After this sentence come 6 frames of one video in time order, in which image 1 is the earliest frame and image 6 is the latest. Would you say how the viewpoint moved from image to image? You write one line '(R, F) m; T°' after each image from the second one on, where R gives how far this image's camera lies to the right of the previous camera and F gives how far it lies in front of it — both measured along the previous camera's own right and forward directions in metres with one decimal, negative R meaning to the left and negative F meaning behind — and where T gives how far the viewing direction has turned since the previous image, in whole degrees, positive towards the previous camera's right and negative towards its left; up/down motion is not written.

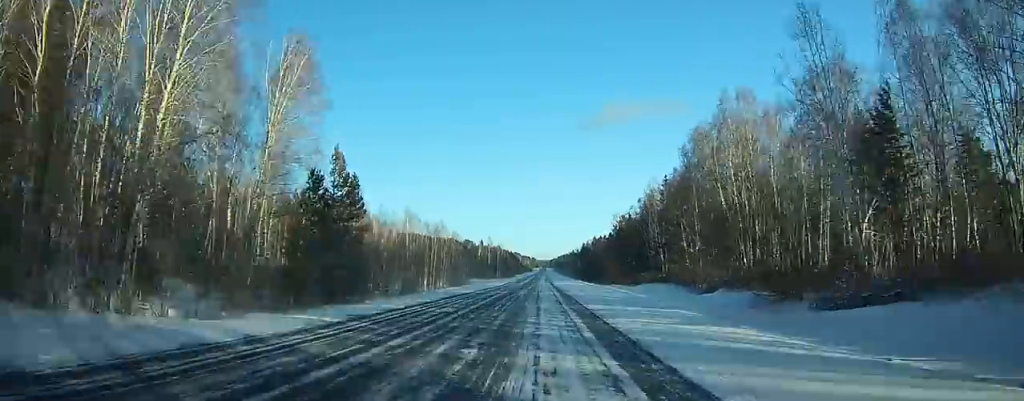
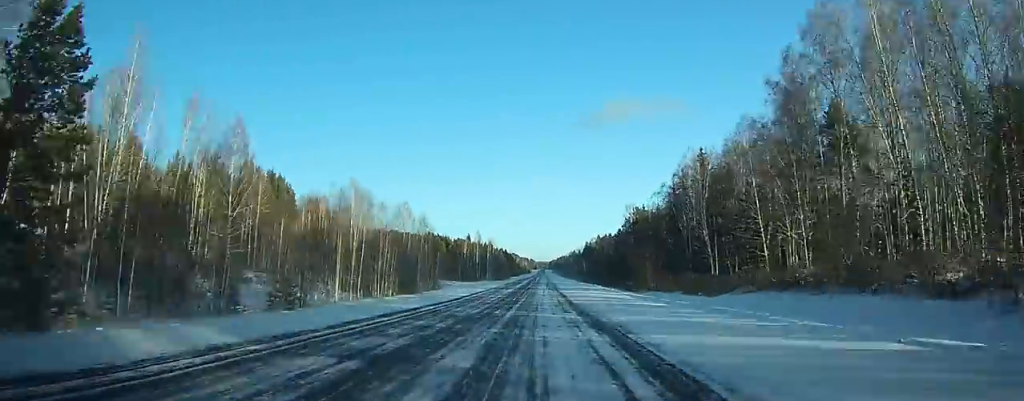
(-0.4, +36.4) m; 0°
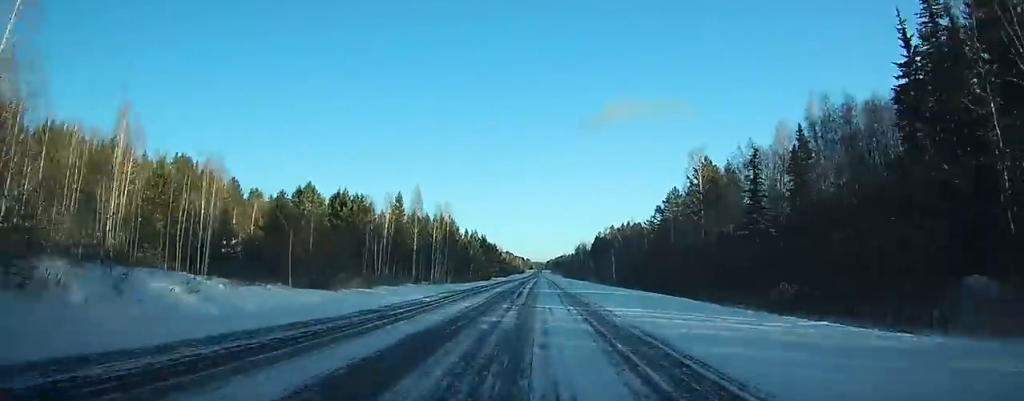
(+0.4, +86.1) m; +1°
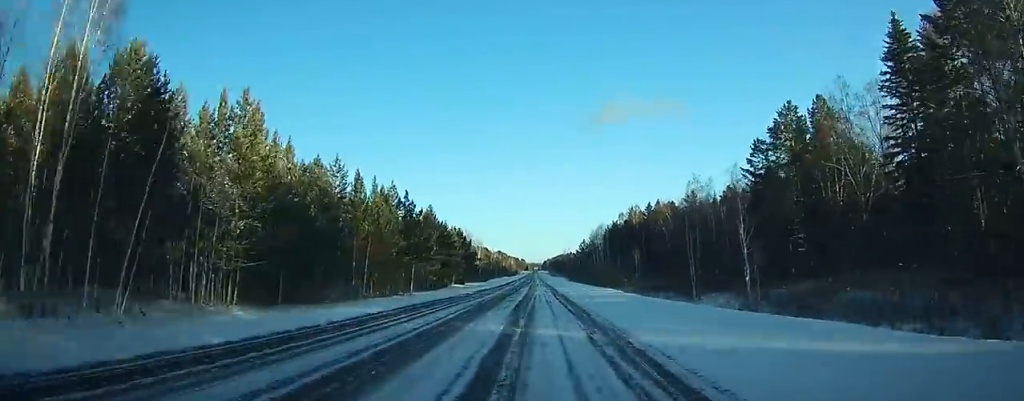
(+0.8, +79.2) m; +1°
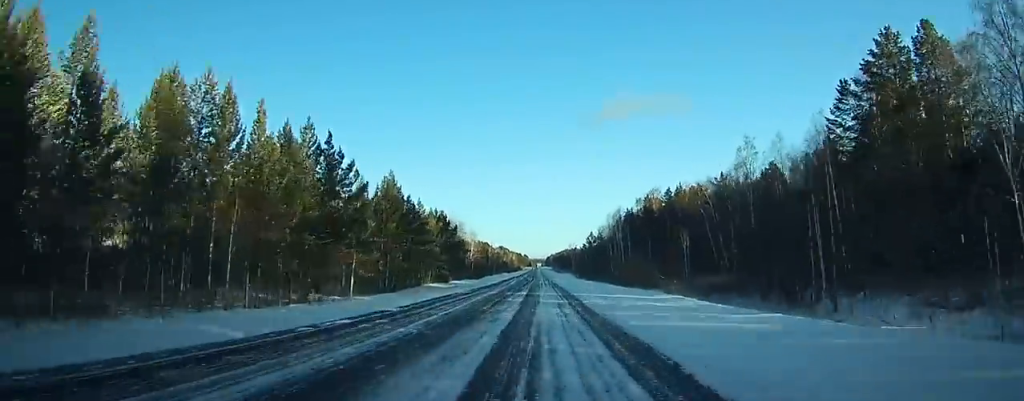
(+0.3, +26.4) m; 0°
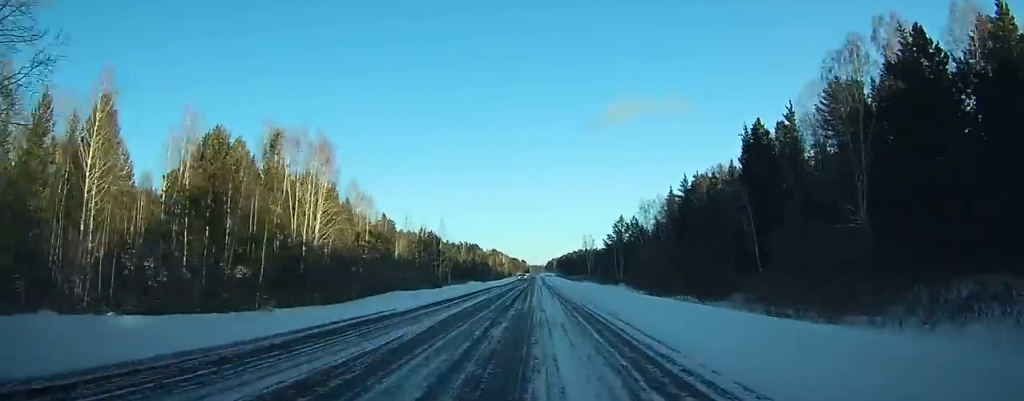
(-1.4, +106.1) m; 0°
